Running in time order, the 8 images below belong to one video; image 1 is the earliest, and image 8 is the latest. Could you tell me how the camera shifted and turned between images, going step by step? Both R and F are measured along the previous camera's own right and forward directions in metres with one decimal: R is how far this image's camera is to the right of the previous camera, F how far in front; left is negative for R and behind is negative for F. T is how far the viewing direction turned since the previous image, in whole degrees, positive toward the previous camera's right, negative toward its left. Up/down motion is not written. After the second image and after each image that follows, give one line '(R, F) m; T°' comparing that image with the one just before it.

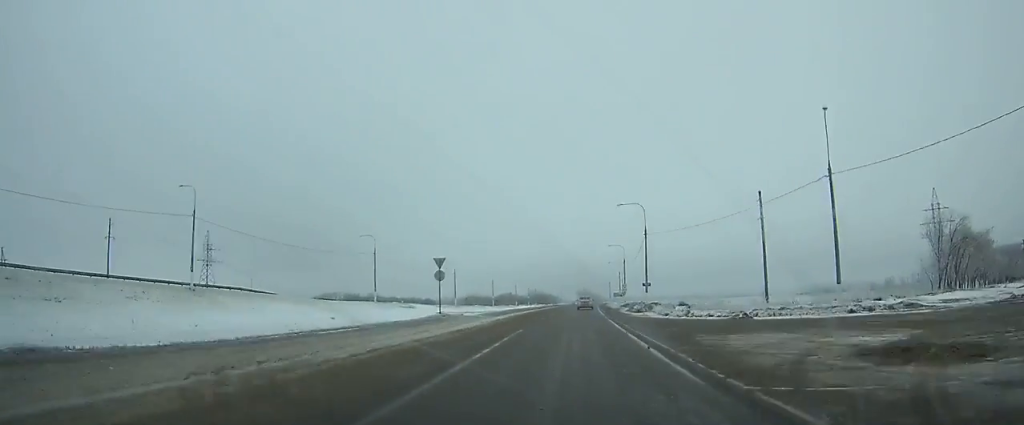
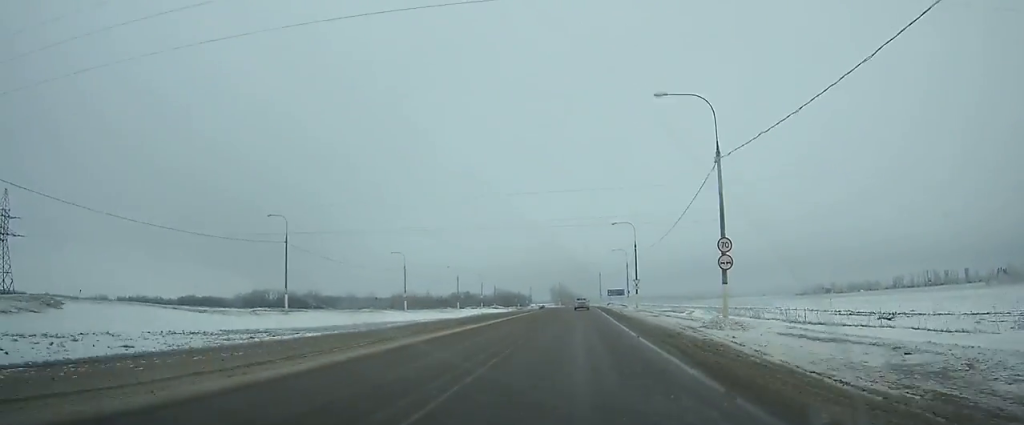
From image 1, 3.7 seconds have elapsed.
(+1.3, +77.7) m; +2°
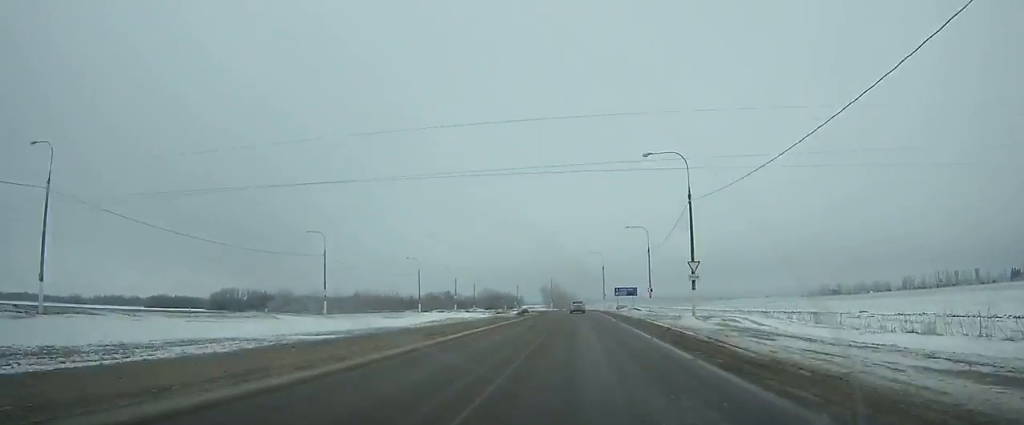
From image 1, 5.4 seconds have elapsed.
(+0.5, +35.2) m; -1°
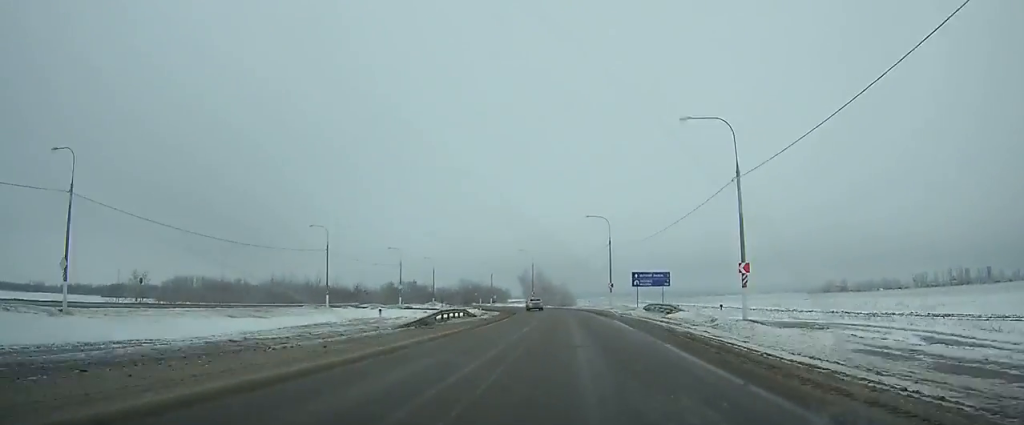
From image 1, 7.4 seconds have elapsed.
(-0.2, +41.0) m; -3°
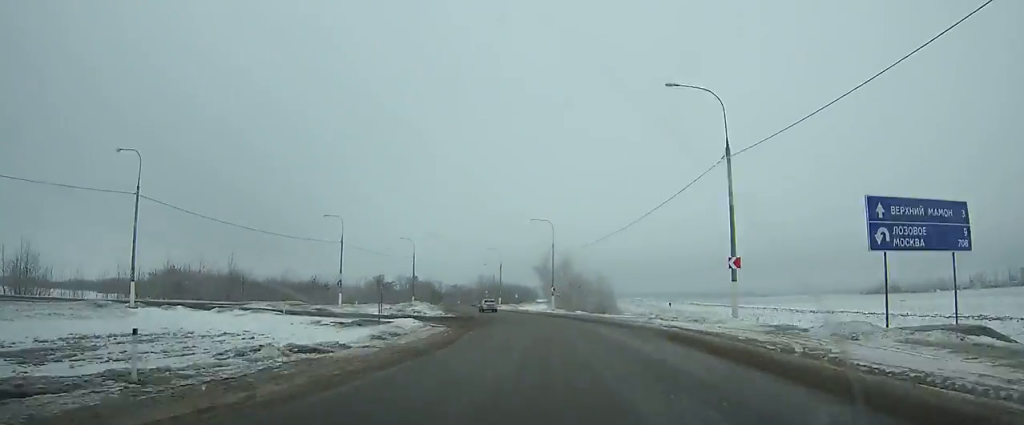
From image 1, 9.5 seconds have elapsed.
(+0.1, +42.6) m; -6°
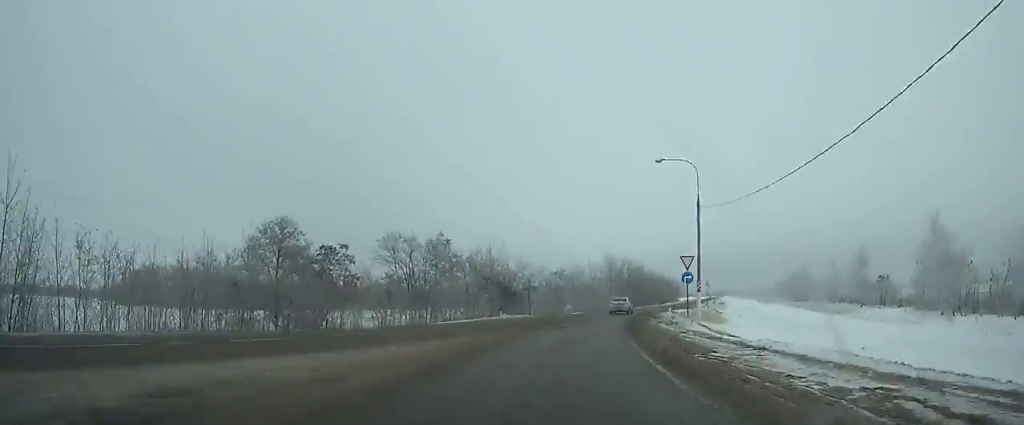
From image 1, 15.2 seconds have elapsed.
(-8.4, +112.1) m; +3°
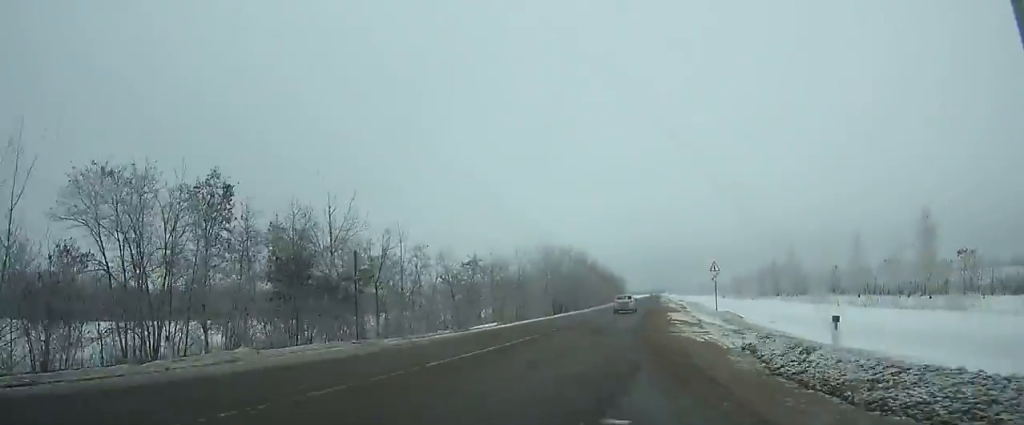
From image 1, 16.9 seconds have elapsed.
(+2.6, +33.2) m; +4°
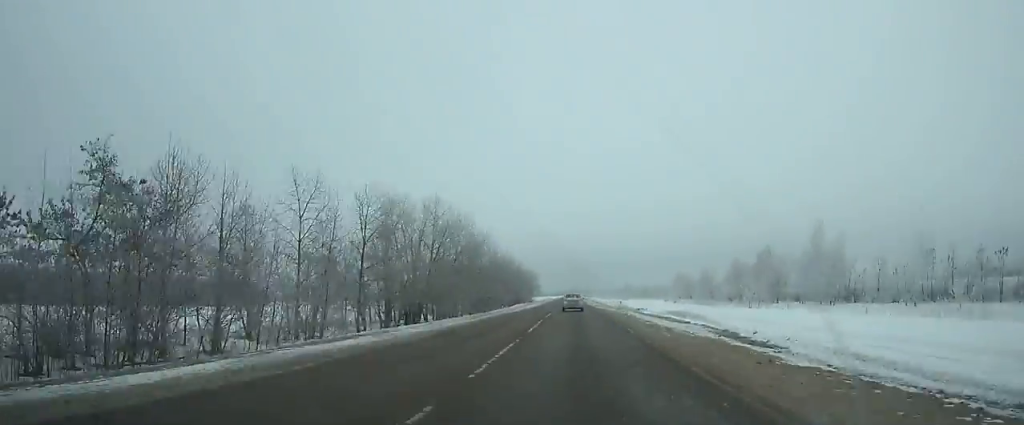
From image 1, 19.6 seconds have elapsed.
(+3.4, +53.6) m; +4°
